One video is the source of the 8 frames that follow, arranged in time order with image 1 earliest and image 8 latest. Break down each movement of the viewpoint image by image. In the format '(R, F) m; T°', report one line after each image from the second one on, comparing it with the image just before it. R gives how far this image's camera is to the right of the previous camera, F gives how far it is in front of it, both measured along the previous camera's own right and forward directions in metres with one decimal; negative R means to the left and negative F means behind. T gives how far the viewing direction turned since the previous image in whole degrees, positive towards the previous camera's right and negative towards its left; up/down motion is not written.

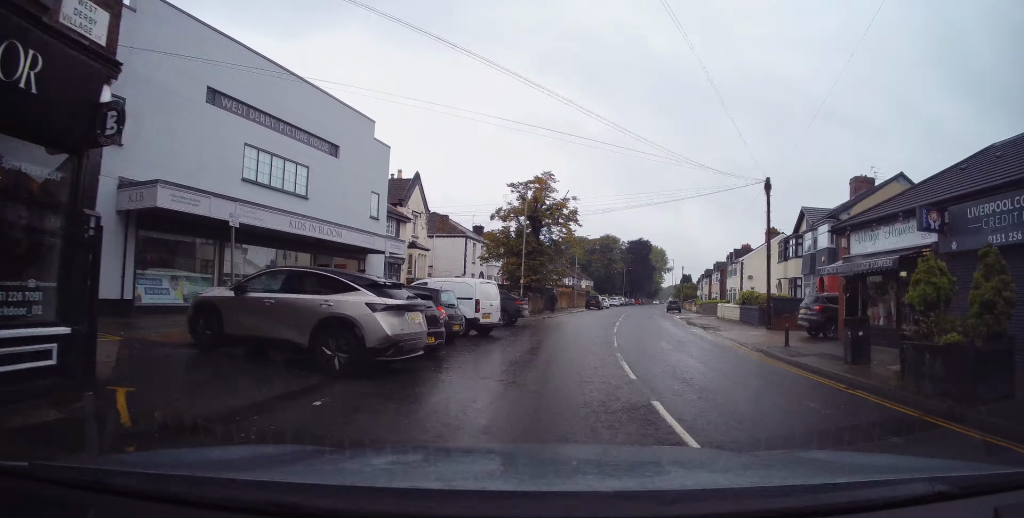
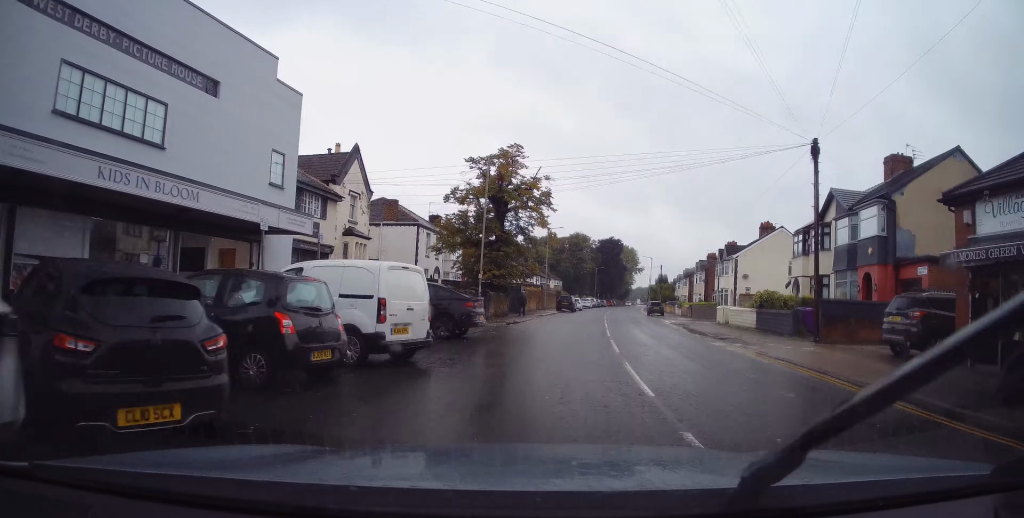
(0.0, +7.5) m; +4°
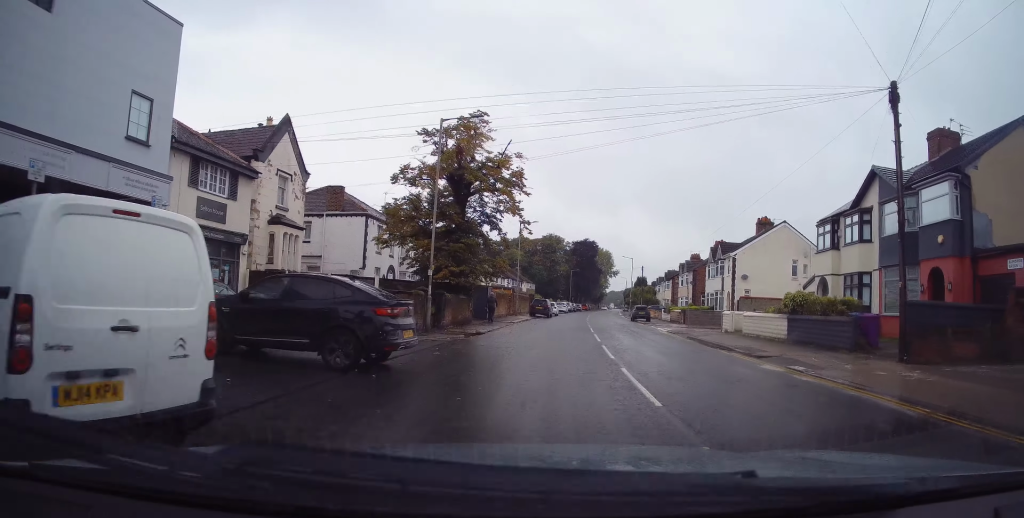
(+0.6, +6.3) m; +3°
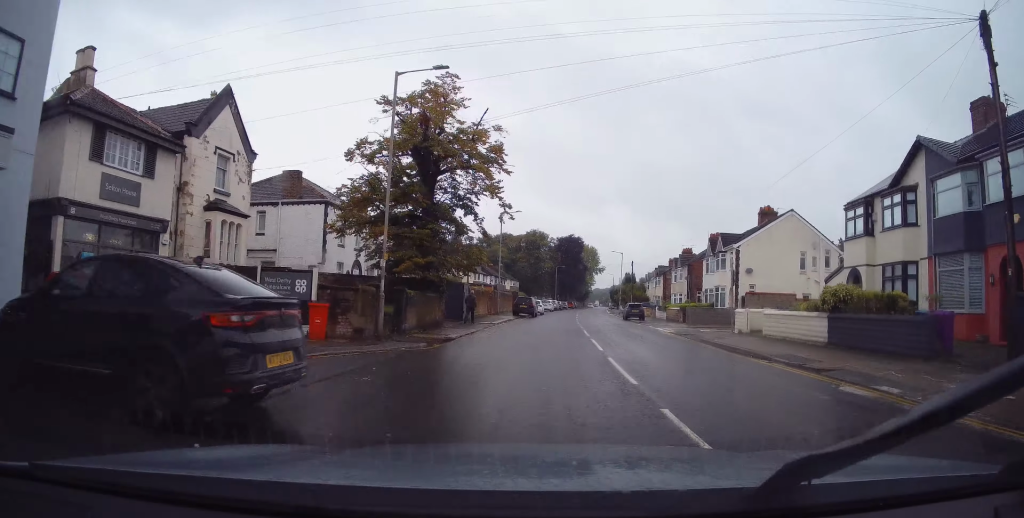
(-0.2, +4.3) m; +1°
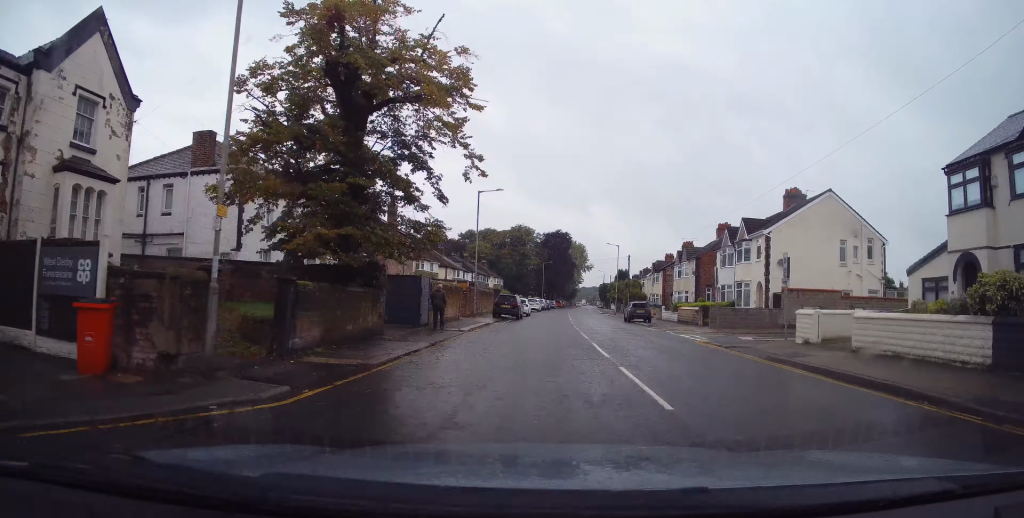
(0.0, +7.9) m; +3°
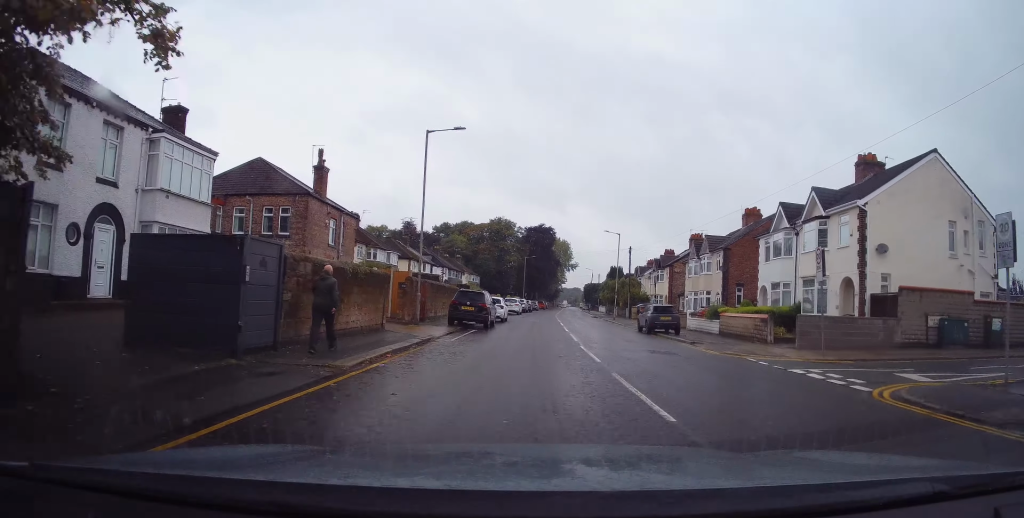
(+0.8, +12.4) m; +2°
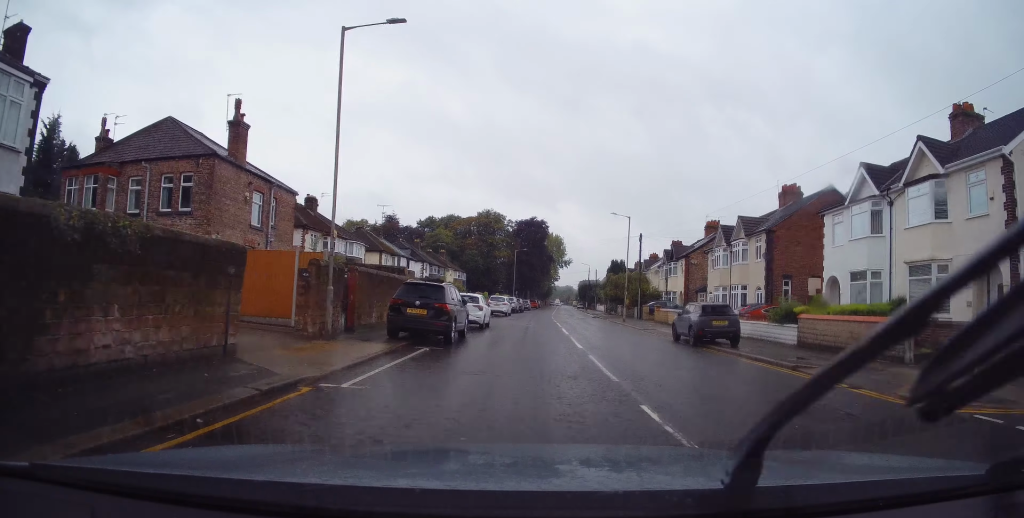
(-0.1, +9.2) m; -1°
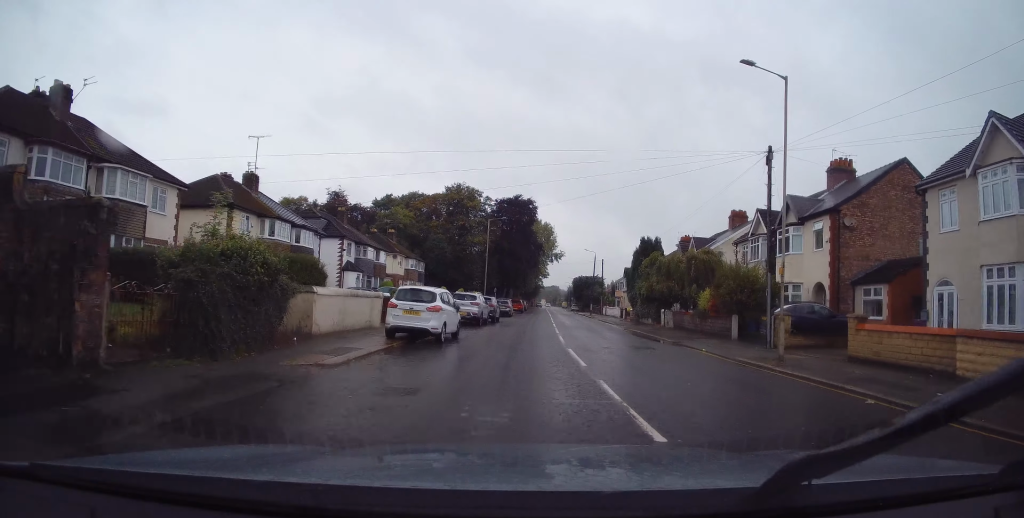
(+1.2, +27.6) m; +4°
